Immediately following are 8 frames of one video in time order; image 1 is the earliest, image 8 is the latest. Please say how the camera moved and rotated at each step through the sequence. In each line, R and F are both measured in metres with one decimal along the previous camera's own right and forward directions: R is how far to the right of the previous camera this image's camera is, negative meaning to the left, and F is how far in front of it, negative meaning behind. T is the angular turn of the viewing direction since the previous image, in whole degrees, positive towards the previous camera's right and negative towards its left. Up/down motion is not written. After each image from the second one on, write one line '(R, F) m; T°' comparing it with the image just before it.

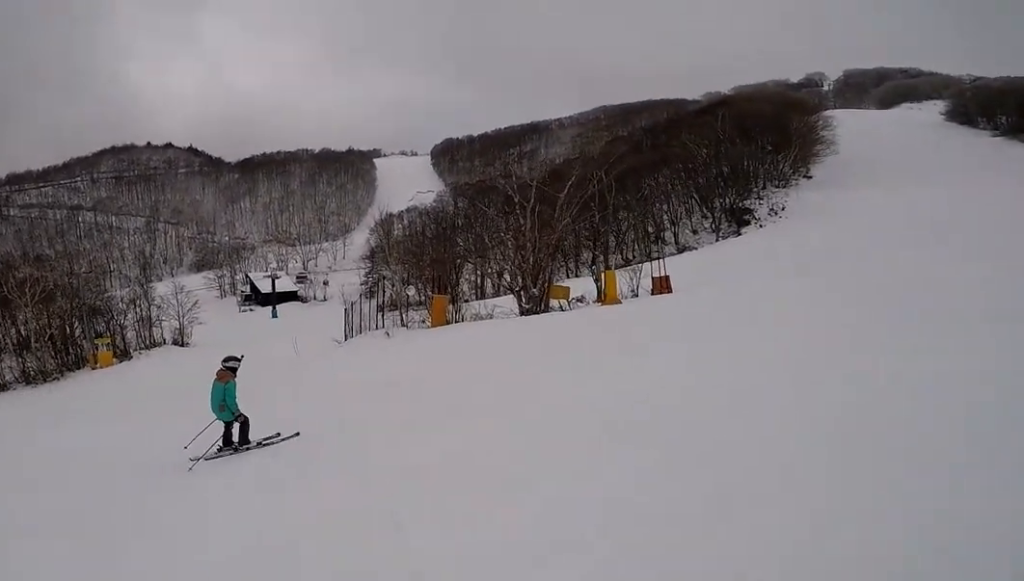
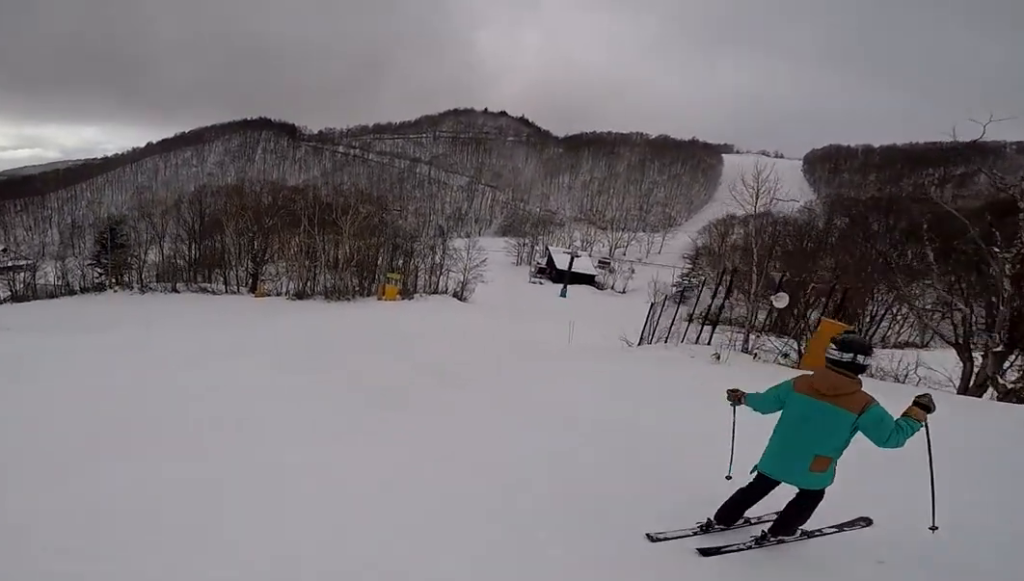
(-2.2, +6.3) m; -20°
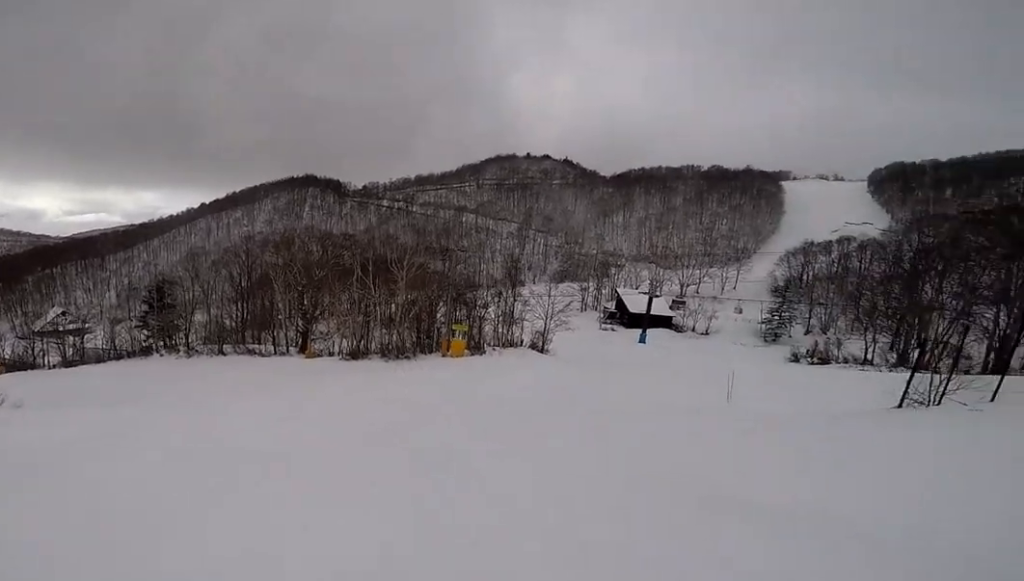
(-0.3, +8.2) m; +8°
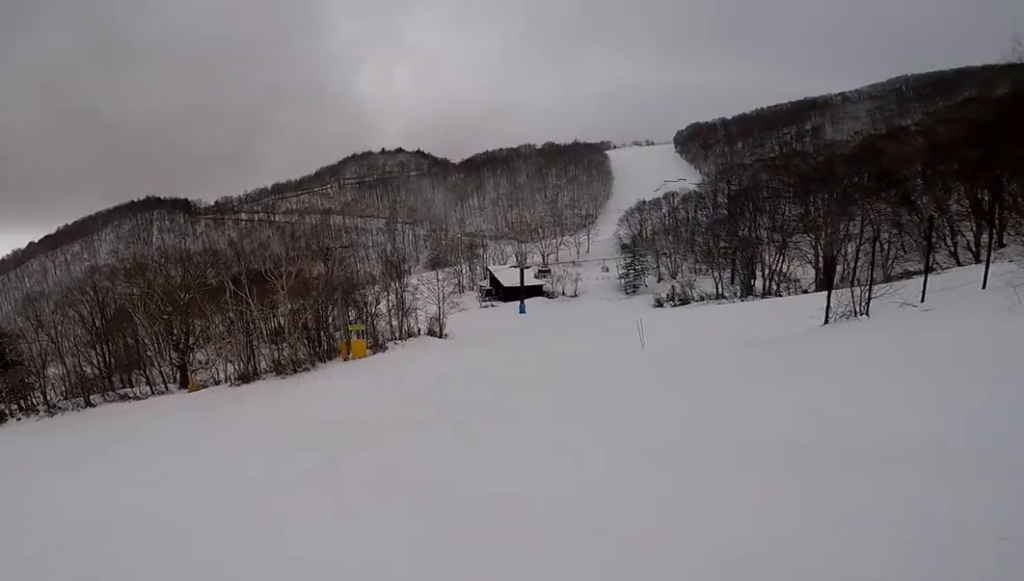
(-0.4, +2.3) m; +7°
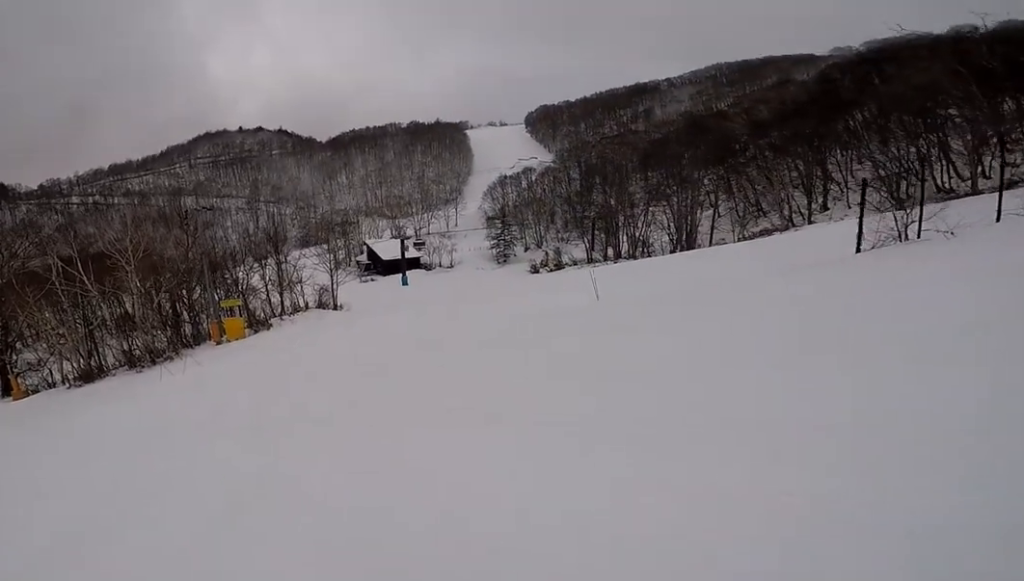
(+1.8, +5.7) m; +25°
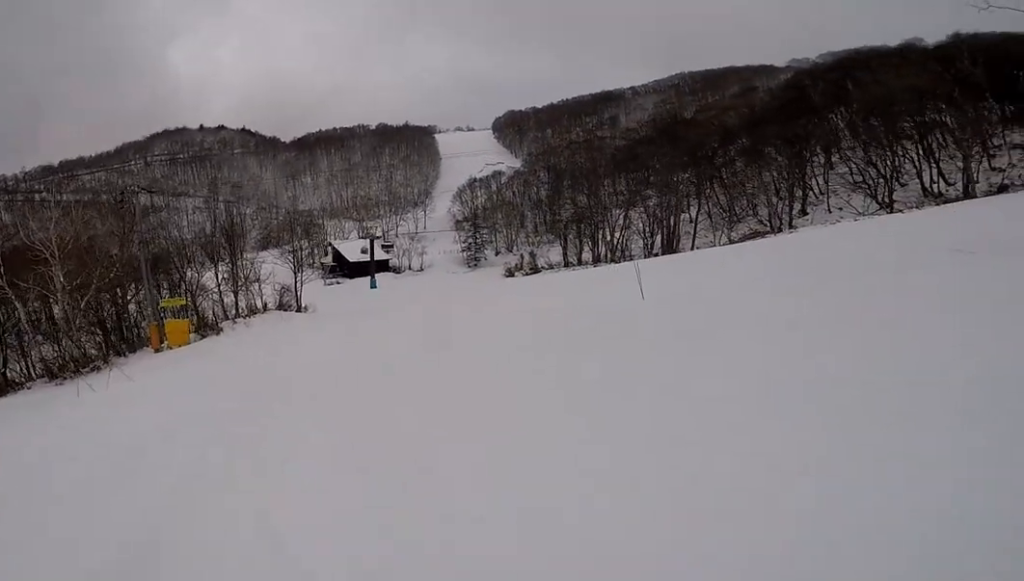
(+0.7, +4.7) m; +7°
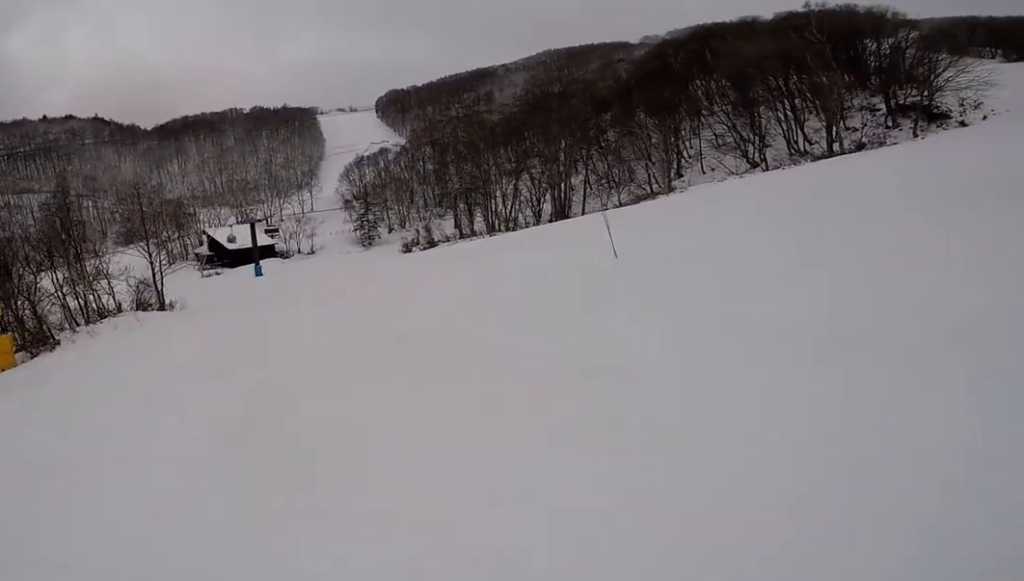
(+0.2, +4.5) m; +6°
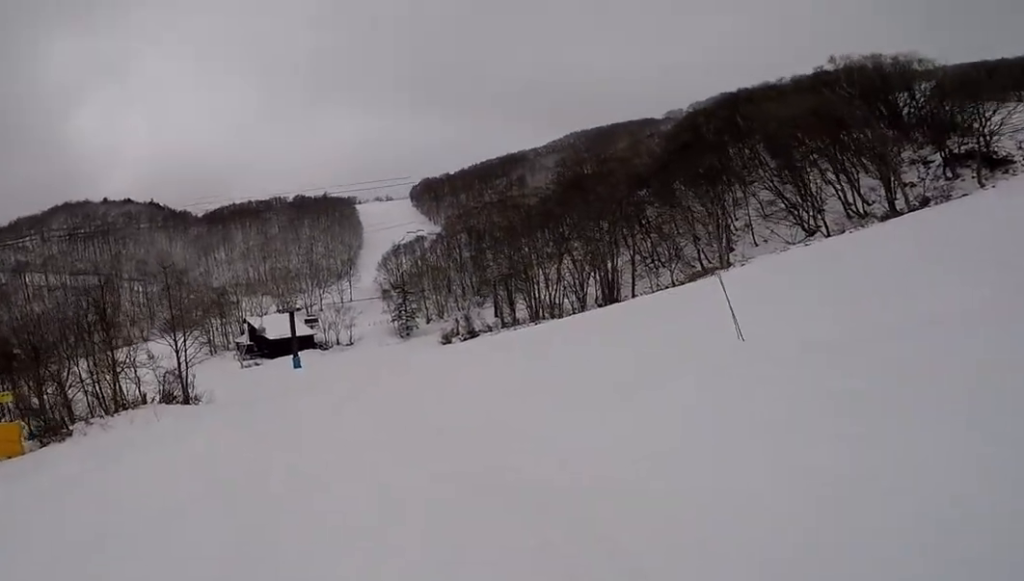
(-0.2, +2.9) m; +4°
